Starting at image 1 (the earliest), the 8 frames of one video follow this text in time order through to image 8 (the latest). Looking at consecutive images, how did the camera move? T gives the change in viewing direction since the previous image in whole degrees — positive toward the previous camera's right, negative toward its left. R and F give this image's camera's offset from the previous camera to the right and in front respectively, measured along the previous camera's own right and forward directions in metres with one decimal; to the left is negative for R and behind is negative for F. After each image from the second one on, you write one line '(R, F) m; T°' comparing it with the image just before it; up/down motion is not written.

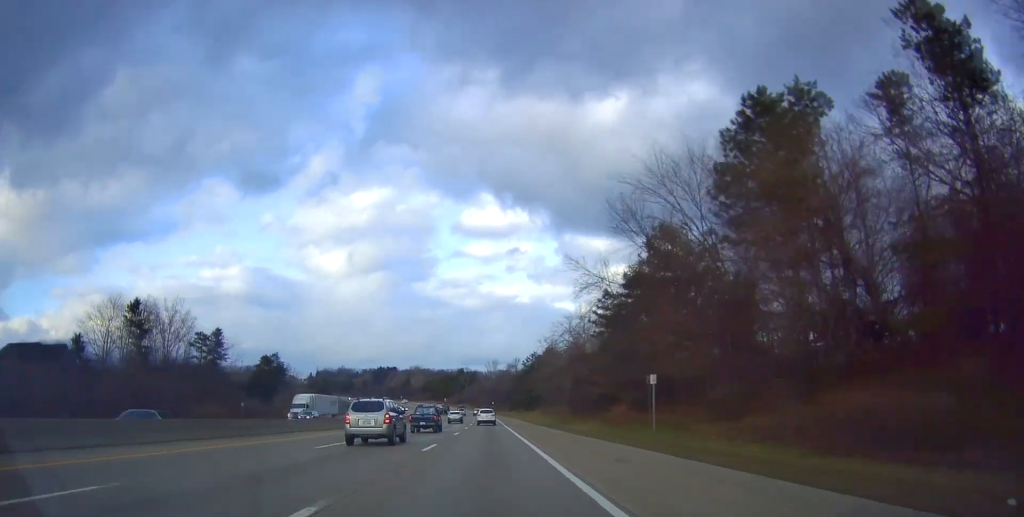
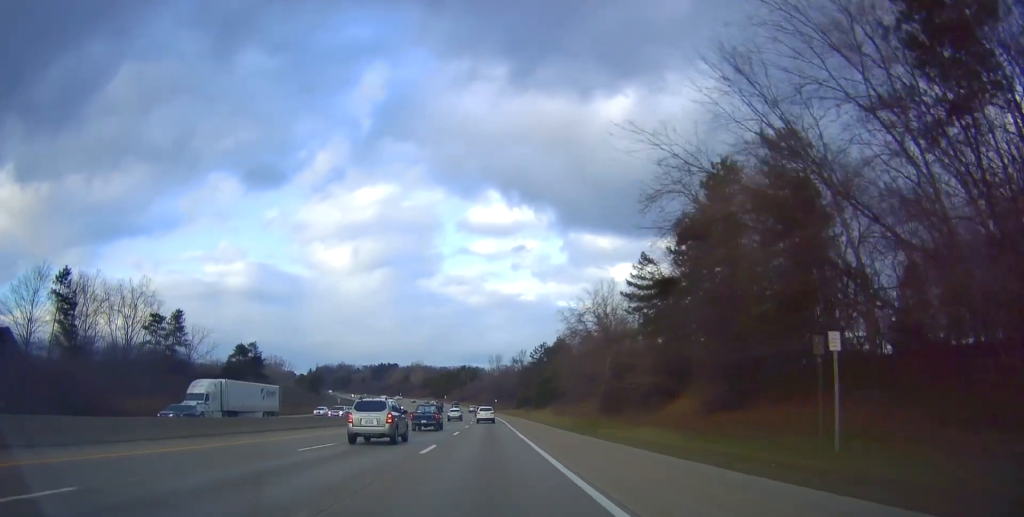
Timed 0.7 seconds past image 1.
(+0.5, +16.6) m; 0°
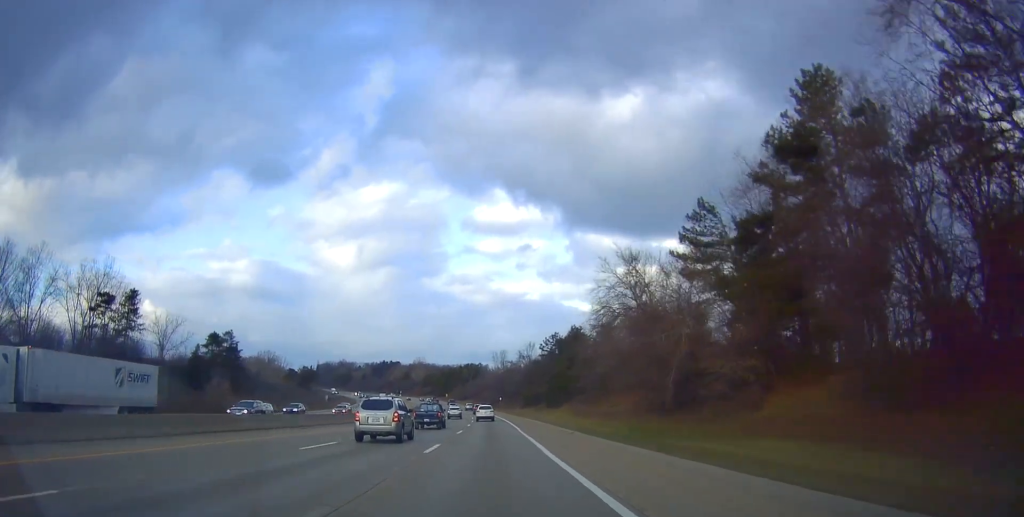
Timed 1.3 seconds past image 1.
(-0.1, +15.2) m; 0°
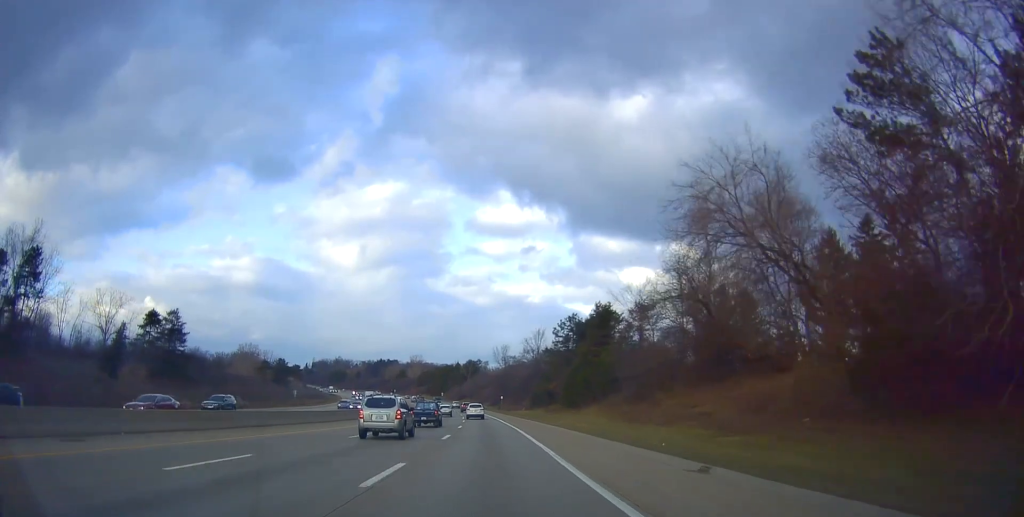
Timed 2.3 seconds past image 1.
(-0.4, +23.5) m; 0°
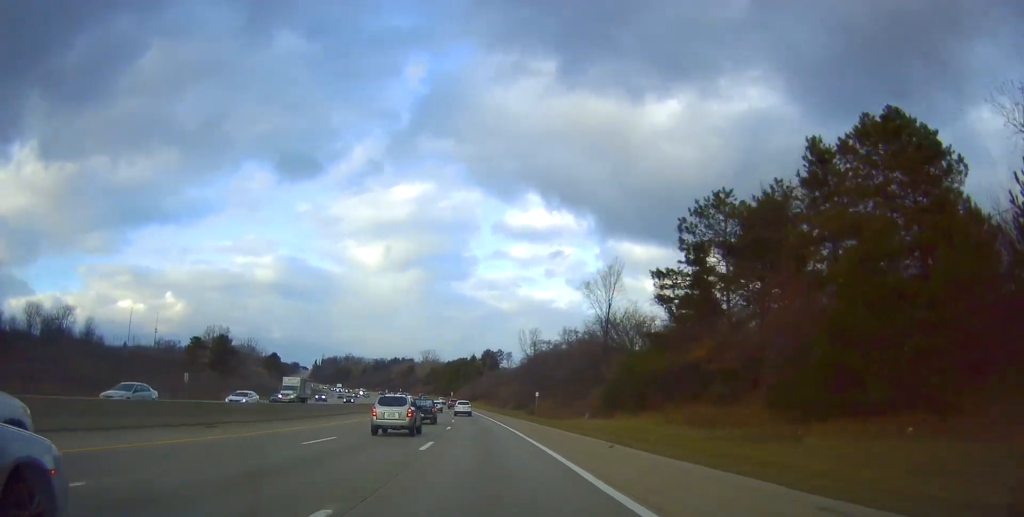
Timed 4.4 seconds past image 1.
(-0.7, +52.3) m; -3°
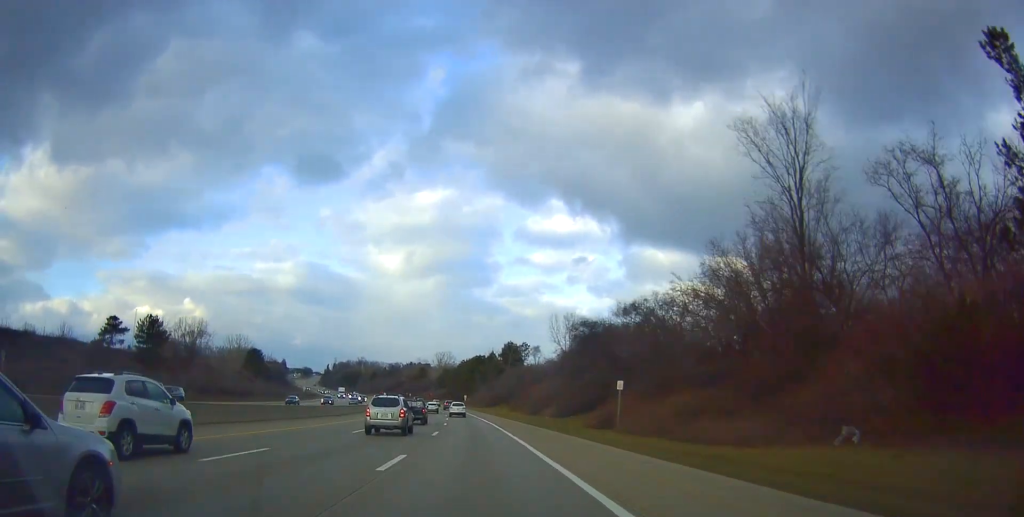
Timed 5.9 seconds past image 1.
(-0.4, +36.2) m; -2°
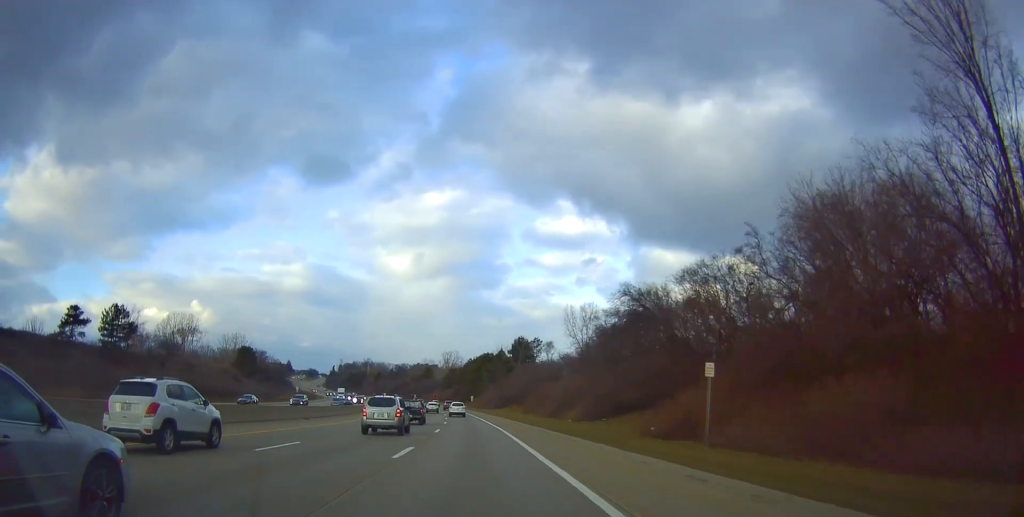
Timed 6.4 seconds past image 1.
(-0.2, +12.3) m; -1°
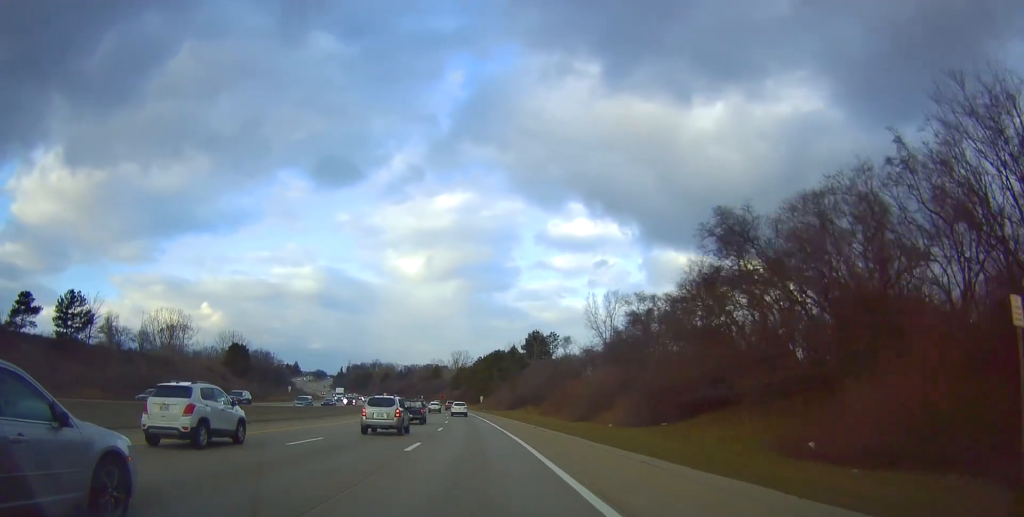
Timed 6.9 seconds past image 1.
(-0.1, +13.1) m; -1°
